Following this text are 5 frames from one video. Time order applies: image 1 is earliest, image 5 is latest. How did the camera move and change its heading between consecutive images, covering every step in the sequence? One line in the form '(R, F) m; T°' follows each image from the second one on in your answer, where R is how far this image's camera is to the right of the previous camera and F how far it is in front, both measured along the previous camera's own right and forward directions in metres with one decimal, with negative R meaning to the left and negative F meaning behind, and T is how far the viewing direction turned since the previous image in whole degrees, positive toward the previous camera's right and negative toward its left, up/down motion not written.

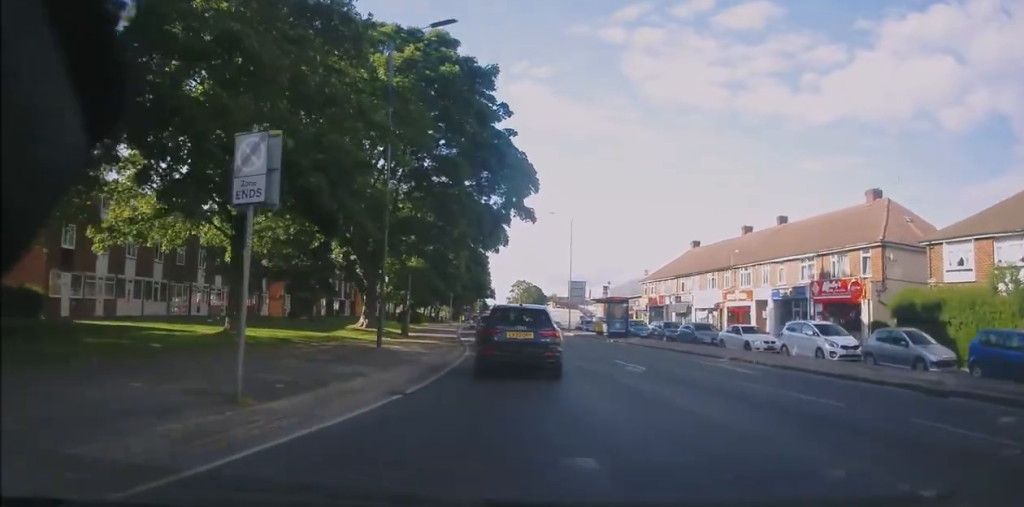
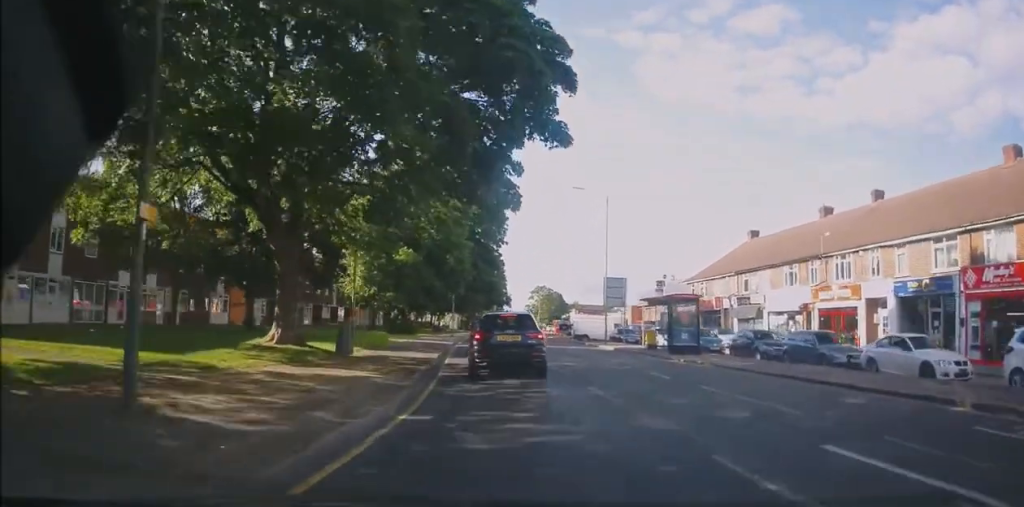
(0.0, +12.4) m; 0°
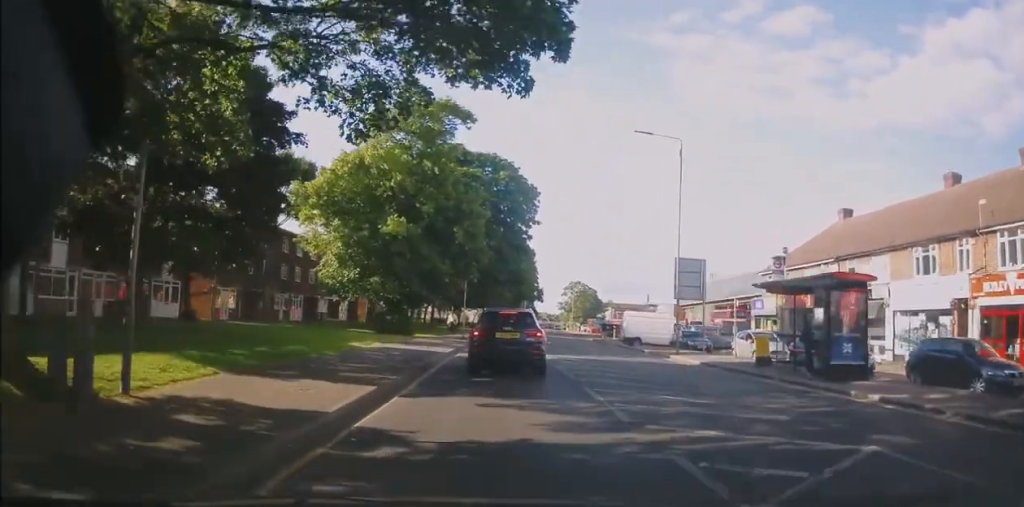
(-0.2, +11.8) m; -3°
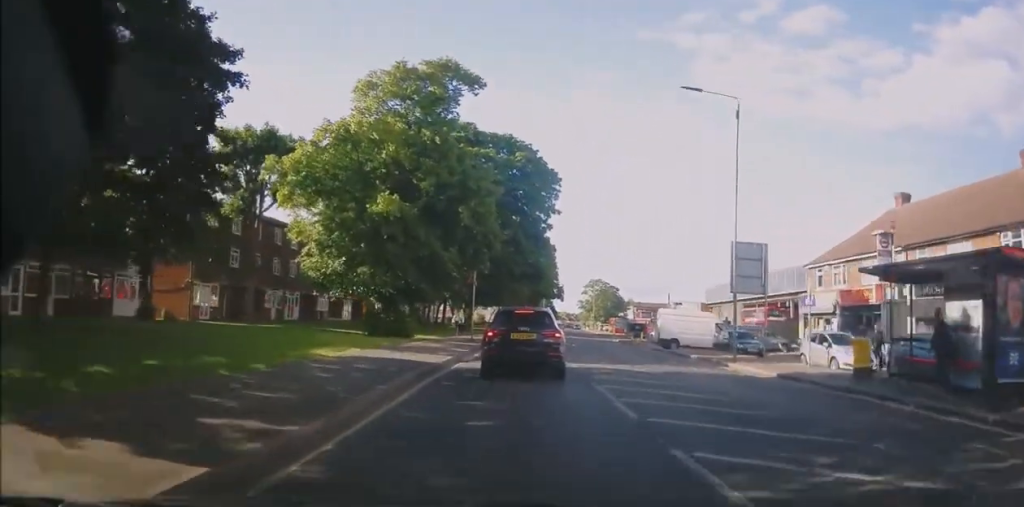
(+0.1, +5.5) m; -3°
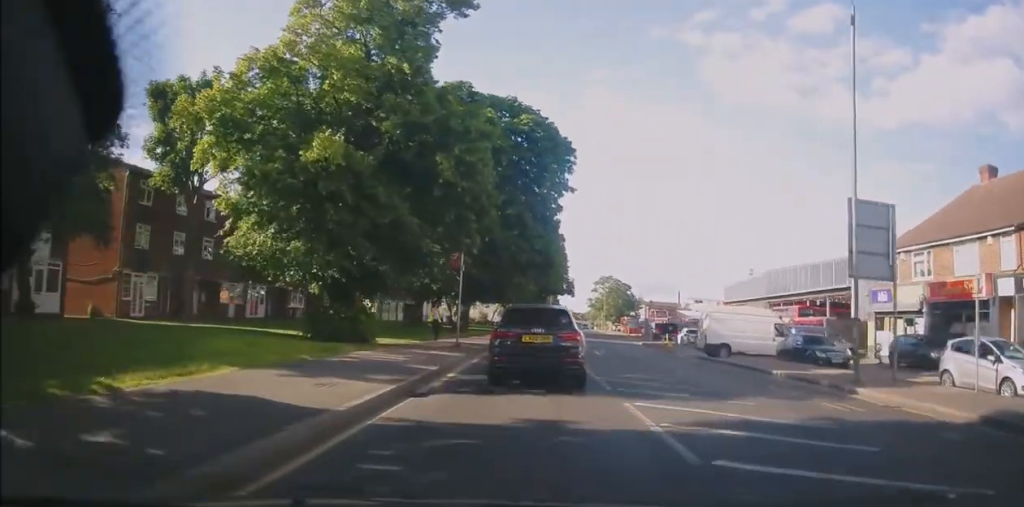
(-0.6, +8.2) m; -2°
